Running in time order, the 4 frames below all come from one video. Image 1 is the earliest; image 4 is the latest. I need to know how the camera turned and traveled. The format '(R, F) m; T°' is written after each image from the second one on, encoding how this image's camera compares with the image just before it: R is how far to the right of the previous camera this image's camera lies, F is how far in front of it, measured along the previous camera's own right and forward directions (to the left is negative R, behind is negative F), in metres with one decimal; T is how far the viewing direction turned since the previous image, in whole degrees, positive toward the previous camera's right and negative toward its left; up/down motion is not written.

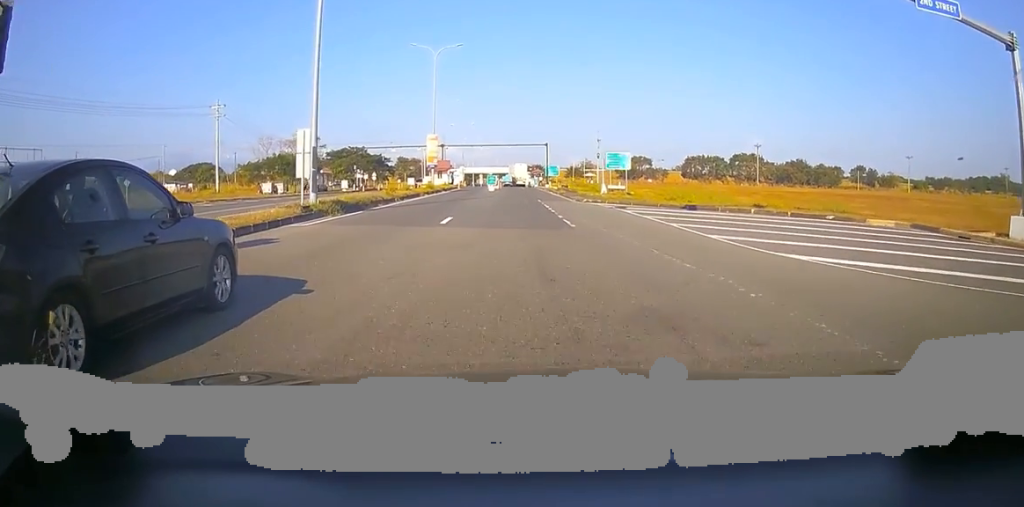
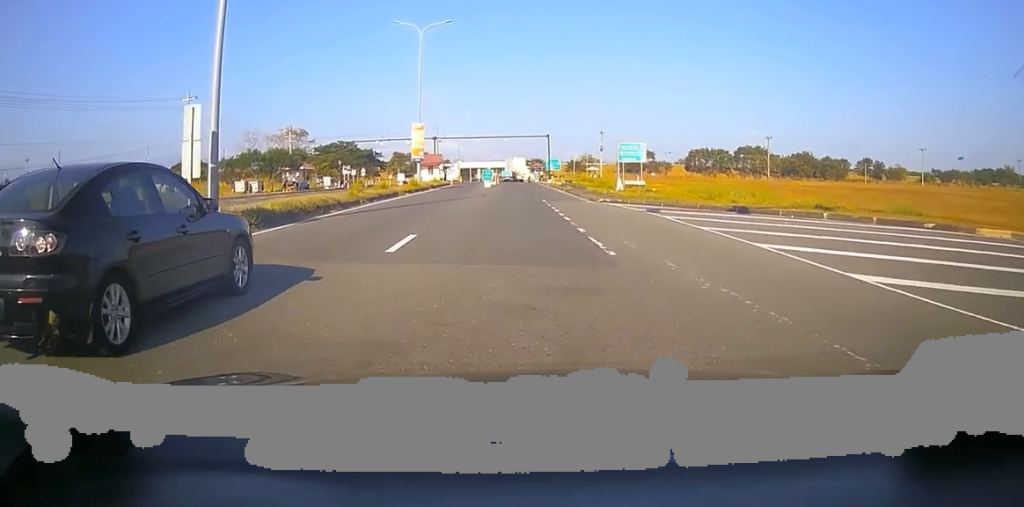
(-0.7, +8.1) m; +3°
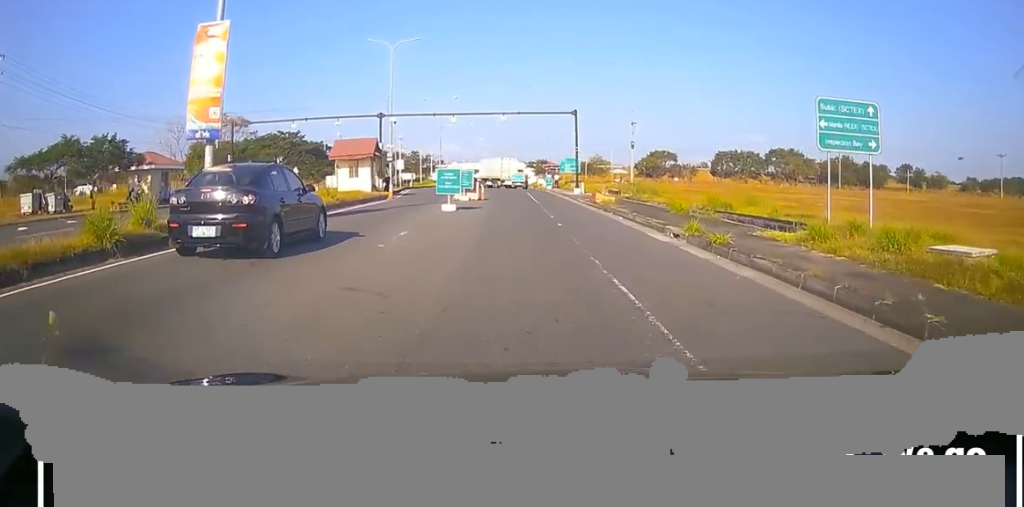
(+1.1, +35.6) m; -6°
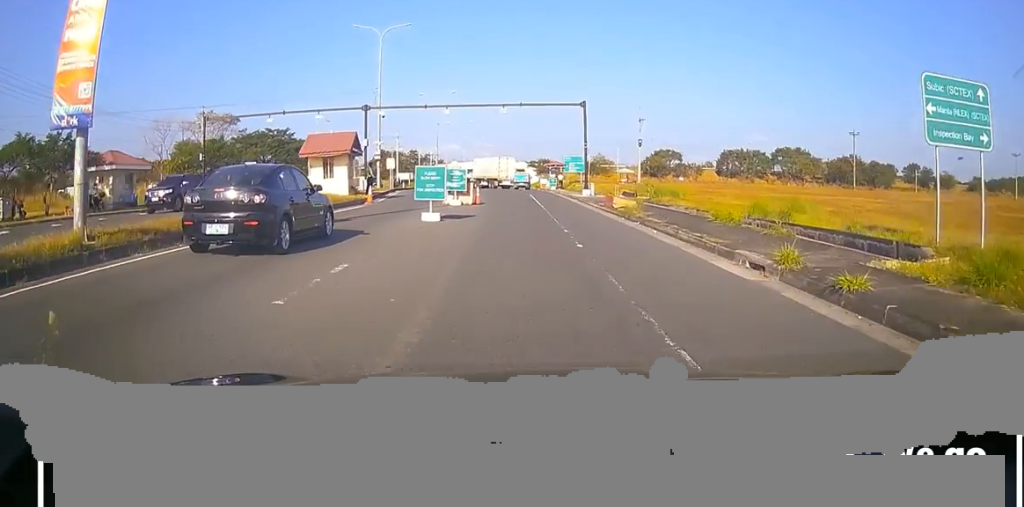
(-0.1, +5.5) m; 0°
